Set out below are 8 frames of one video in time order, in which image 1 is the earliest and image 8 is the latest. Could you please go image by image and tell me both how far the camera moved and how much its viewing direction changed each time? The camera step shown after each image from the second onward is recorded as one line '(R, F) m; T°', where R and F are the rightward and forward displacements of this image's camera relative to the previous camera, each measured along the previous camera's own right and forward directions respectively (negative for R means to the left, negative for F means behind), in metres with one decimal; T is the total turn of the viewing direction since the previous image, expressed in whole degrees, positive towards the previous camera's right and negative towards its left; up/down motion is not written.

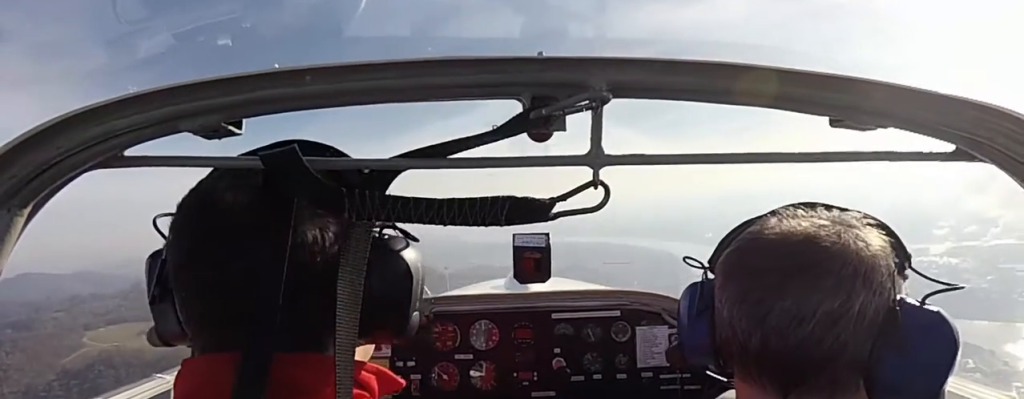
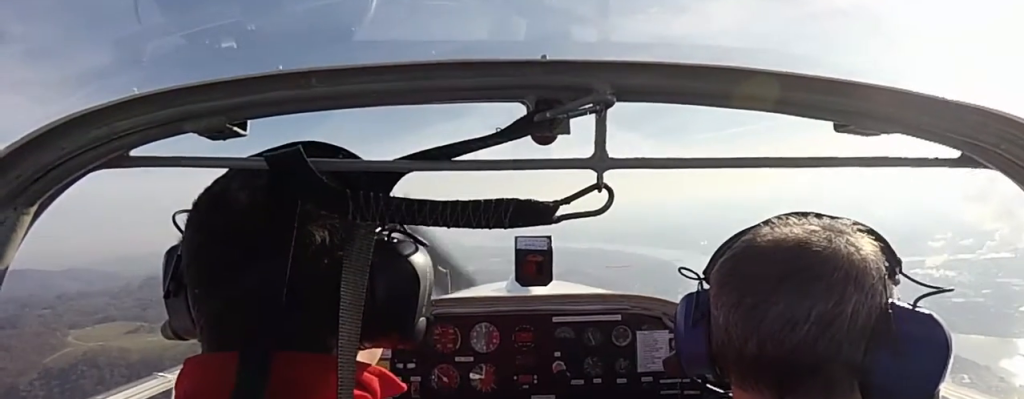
(0.0, +12.8) m; +1°
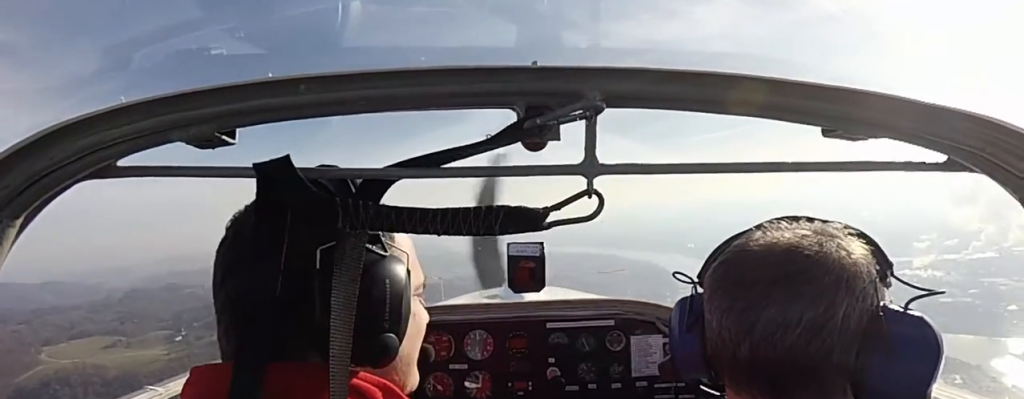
(+0.5, +18.2) m; +1°
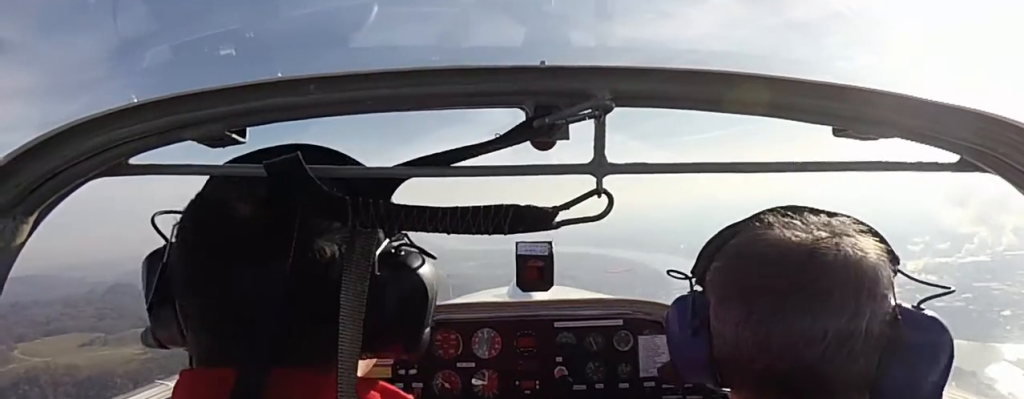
(+0.3, +25.0) m; +1°
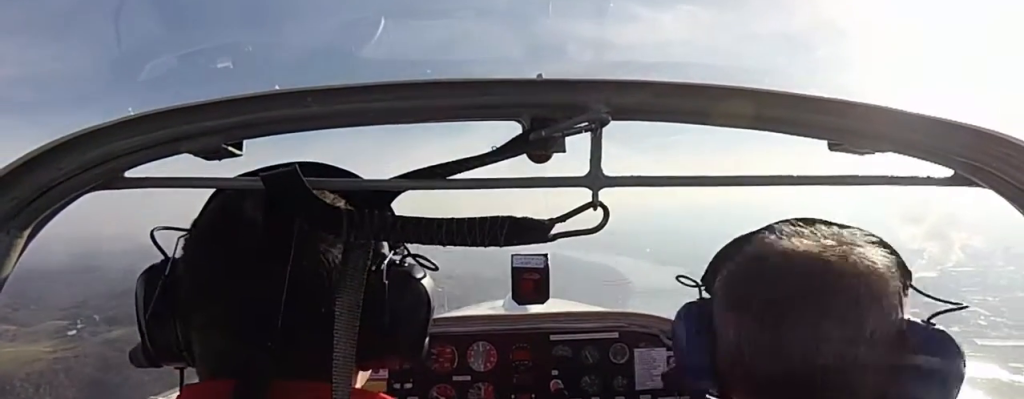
(+0.5, +54.8) m; +1°
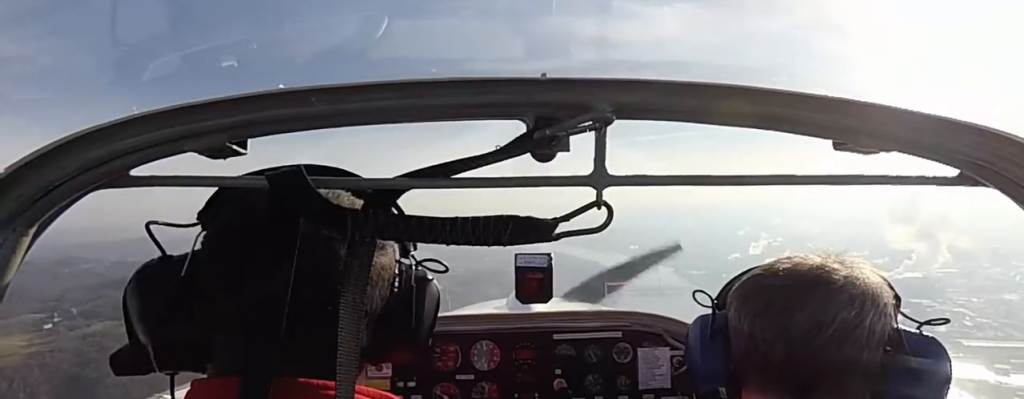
(-0.5, +12.6) m; +1°
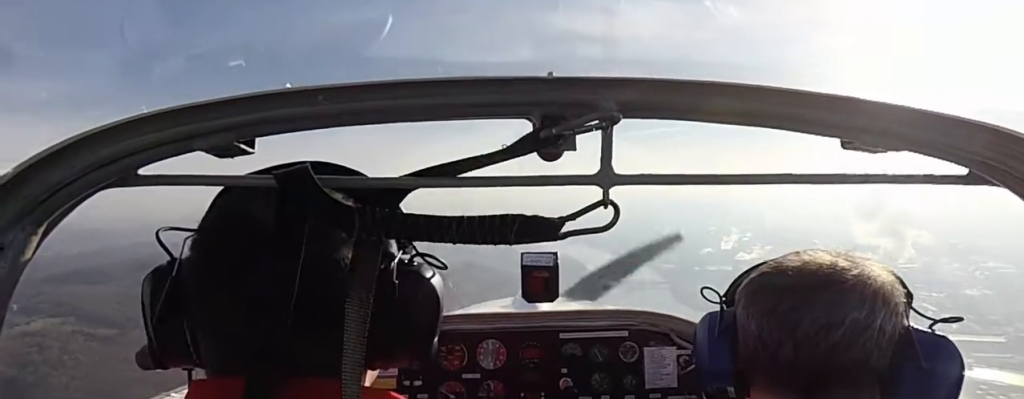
(+1.2, +25.1) m; 0°
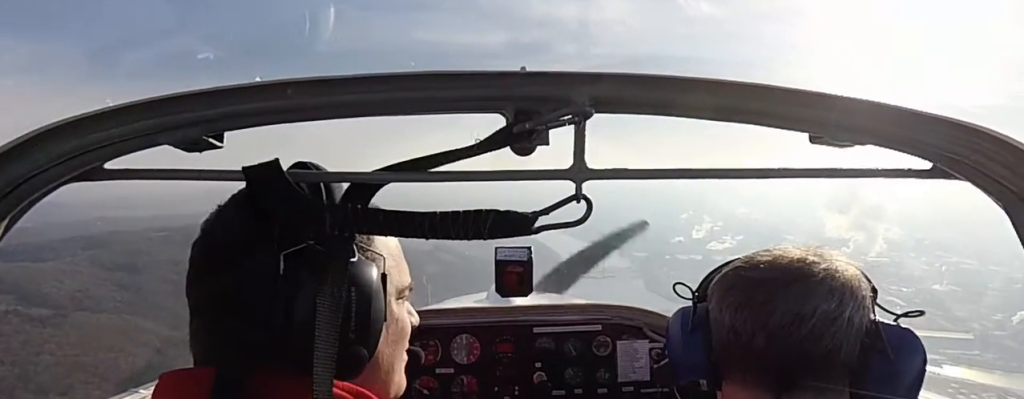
(-1.2, +41.9) m; -1°
